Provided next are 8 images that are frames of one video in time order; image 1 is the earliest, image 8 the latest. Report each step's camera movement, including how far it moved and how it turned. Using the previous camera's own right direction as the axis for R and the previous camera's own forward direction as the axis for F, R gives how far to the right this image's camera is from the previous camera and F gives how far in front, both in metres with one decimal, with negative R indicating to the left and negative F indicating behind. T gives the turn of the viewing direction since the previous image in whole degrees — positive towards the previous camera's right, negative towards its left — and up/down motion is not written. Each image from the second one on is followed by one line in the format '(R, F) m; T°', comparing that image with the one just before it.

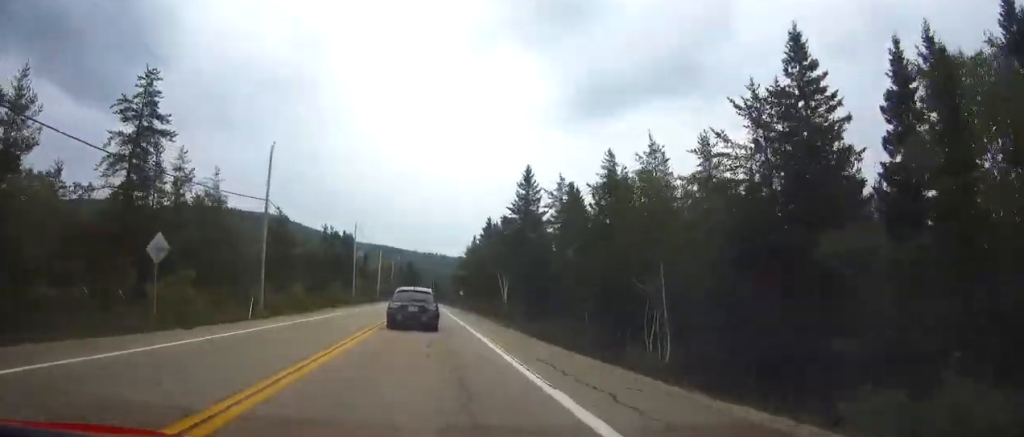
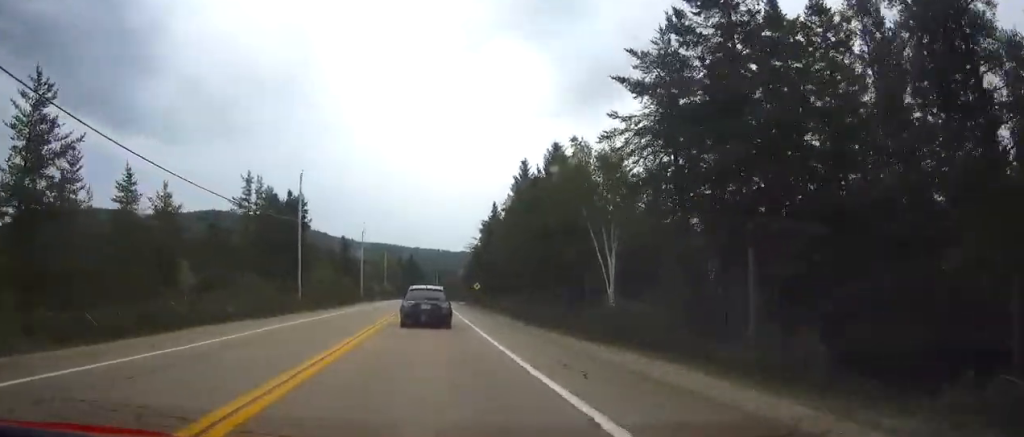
(-0.7, +44.1) m; -1°
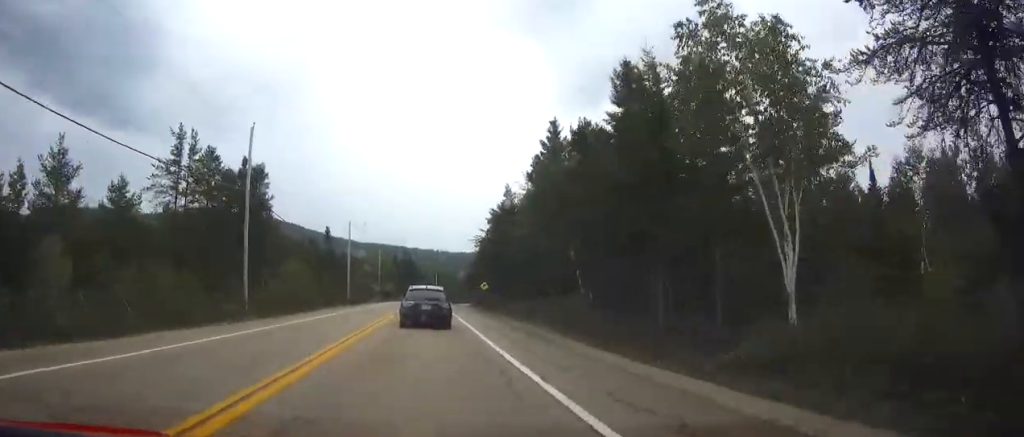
(0.0, +17.2) m; 0°
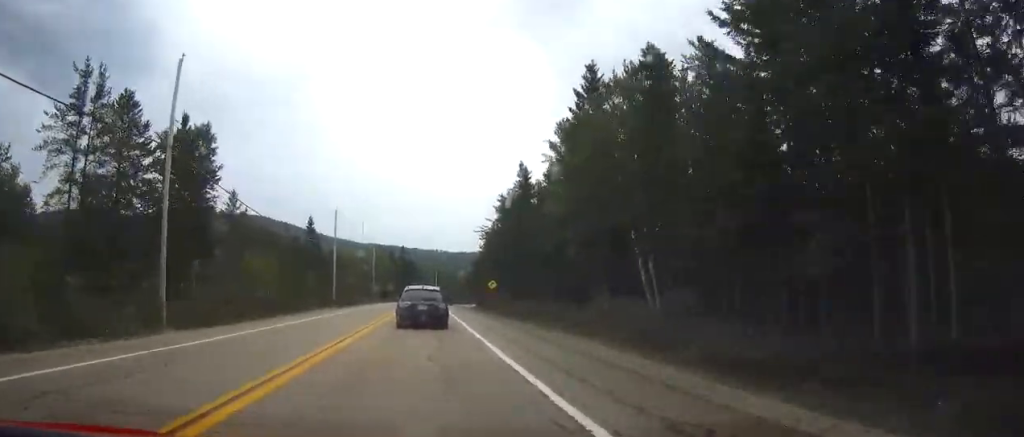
(+0.1, +13.6) m; 0°
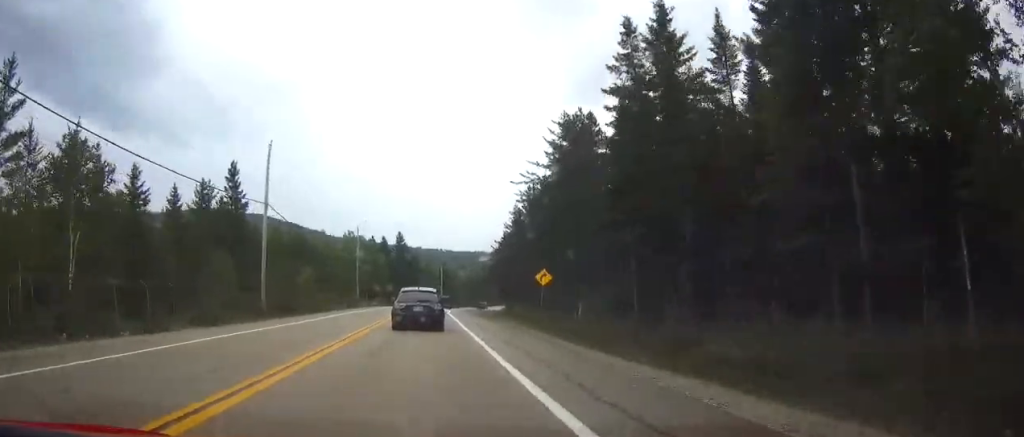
(-0.1, +36.7) m; 0°
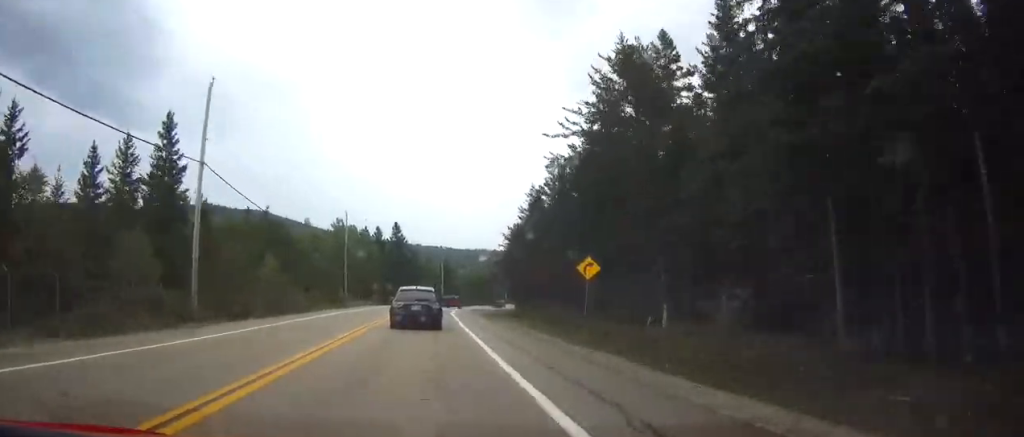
(0.0, +14.1) m; 0°
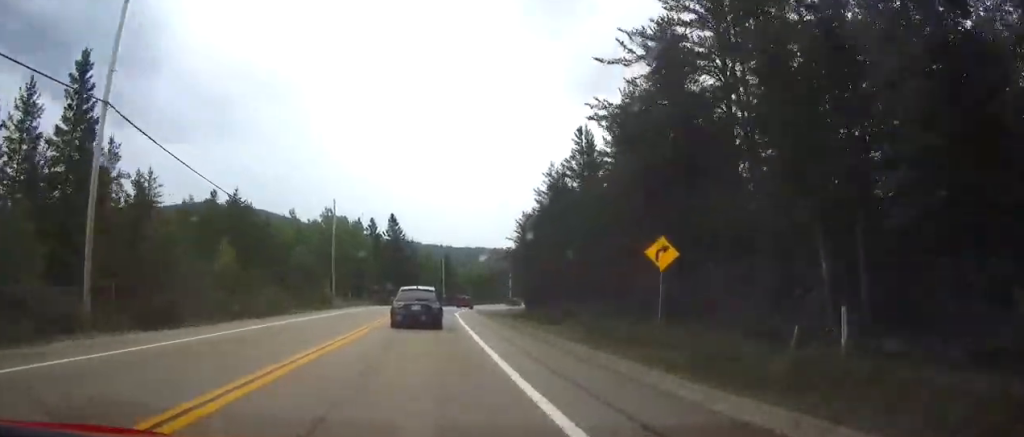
(0.0, +11.4) m; 0°
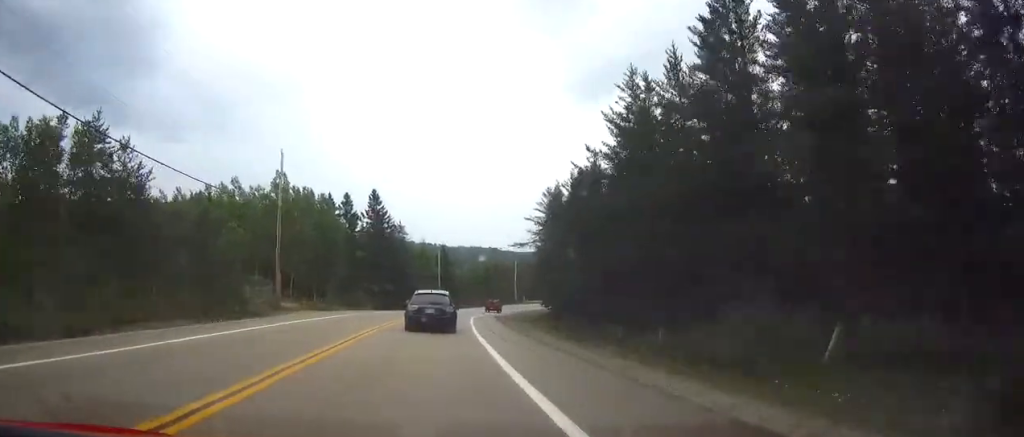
(-0.1, +26.1) m; 0°
